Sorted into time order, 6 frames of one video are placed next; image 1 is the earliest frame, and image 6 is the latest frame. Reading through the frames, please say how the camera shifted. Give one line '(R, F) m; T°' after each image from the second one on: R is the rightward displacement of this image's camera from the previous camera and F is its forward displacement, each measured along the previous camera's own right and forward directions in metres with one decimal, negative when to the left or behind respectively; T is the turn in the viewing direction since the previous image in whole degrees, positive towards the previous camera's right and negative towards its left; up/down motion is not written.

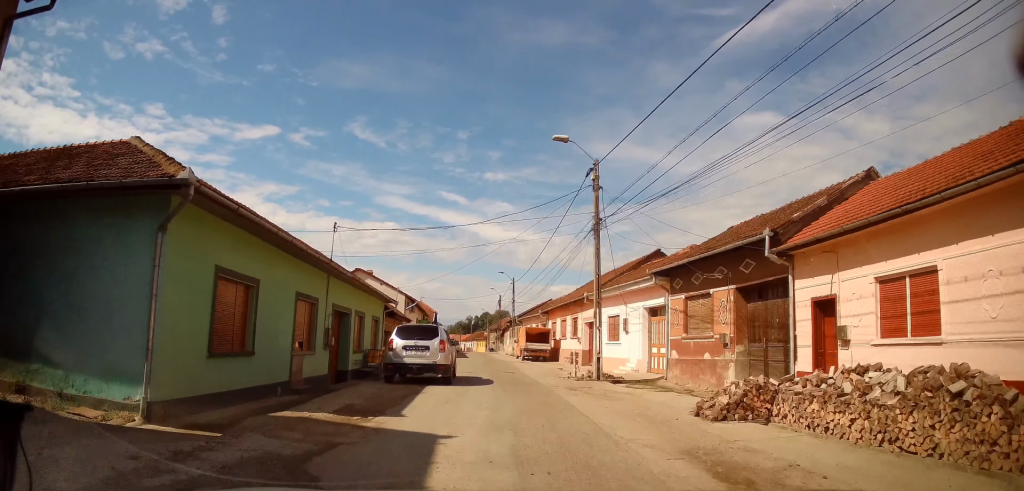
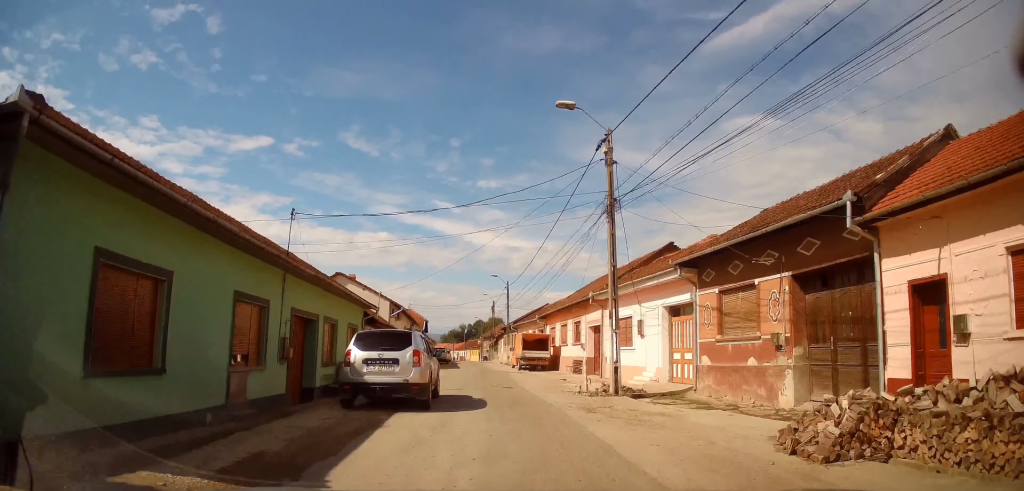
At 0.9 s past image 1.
(0.0, +4.7) m; -2°
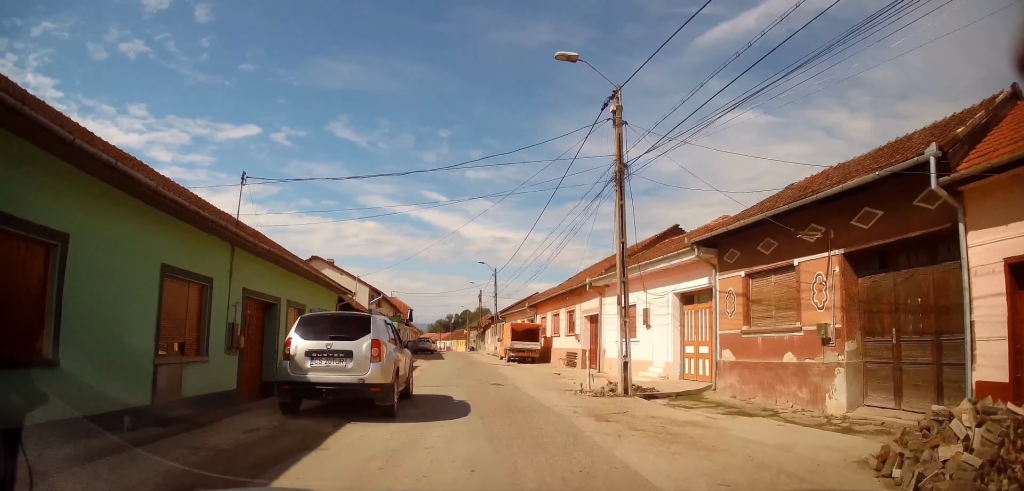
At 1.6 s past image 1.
(-0.1, +3.0) m; +2°
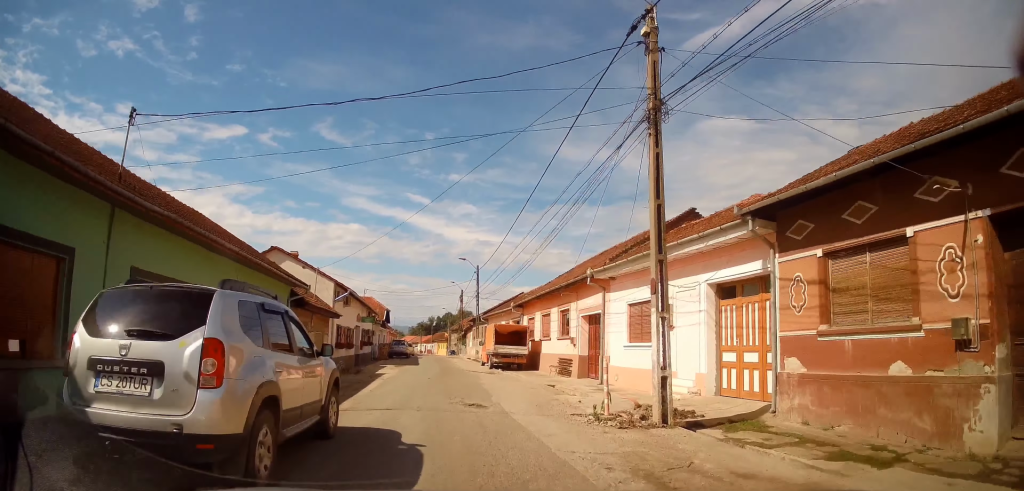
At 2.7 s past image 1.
(+0.3, +5.0) m; +2°
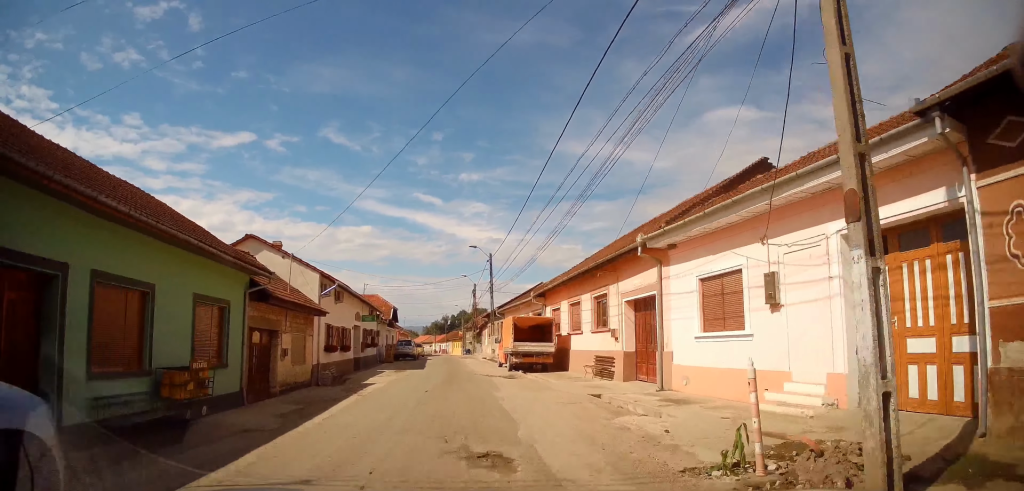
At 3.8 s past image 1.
(-0.2, +5.3) m; -4°
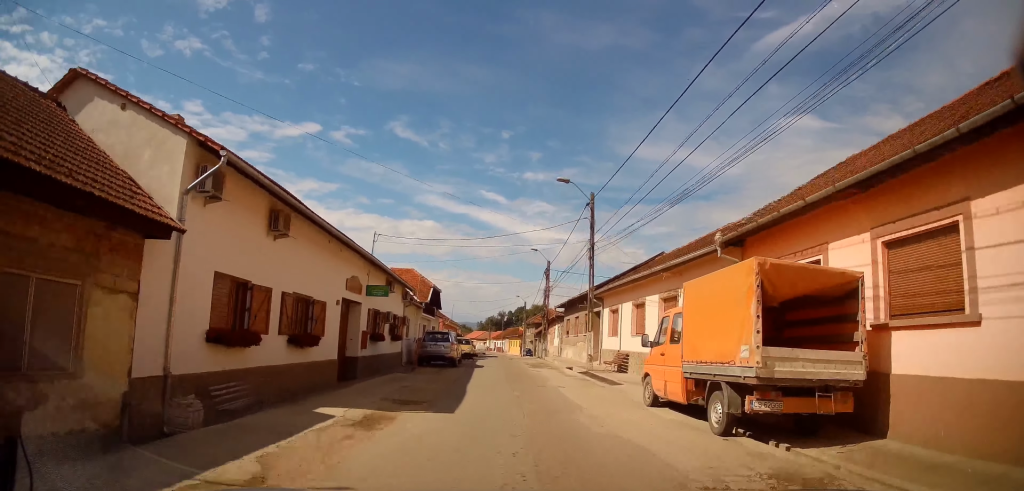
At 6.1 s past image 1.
(-0.6, +16.0) m; -4°
